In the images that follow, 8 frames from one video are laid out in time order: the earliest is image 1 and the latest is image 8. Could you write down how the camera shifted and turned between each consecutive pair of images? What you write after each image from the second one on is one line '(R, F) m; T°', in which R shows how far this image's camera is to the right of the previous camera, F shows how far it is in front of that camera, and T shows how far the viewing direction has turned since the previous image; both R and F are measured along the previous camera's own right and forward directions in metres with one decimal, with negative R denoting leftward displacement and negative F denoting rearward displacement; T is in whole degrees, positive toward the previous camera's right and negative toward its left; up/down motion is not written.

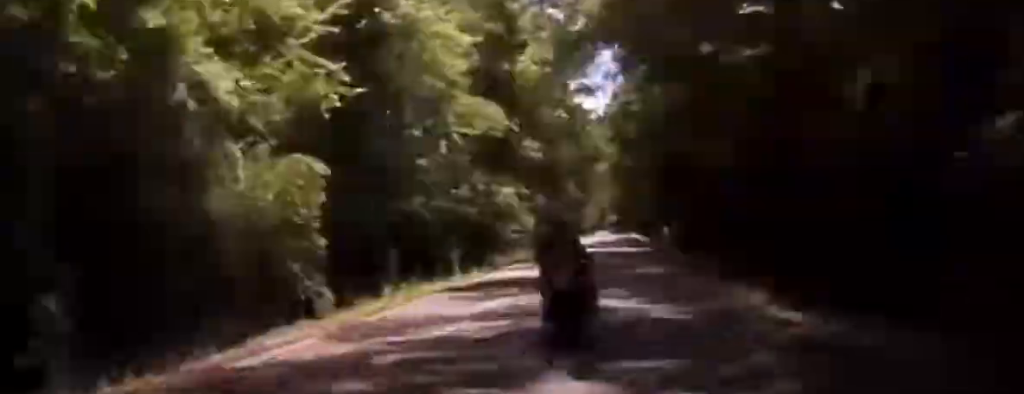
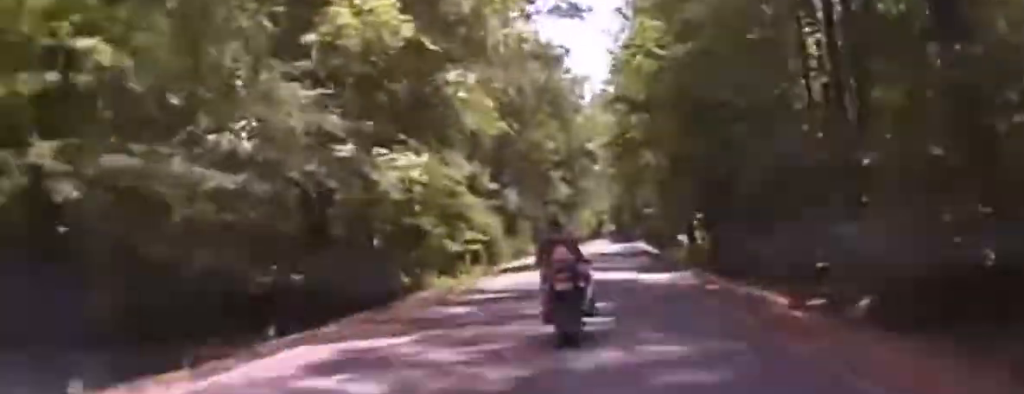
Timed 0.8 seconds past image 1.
(0.0, +32.9) m; 0°
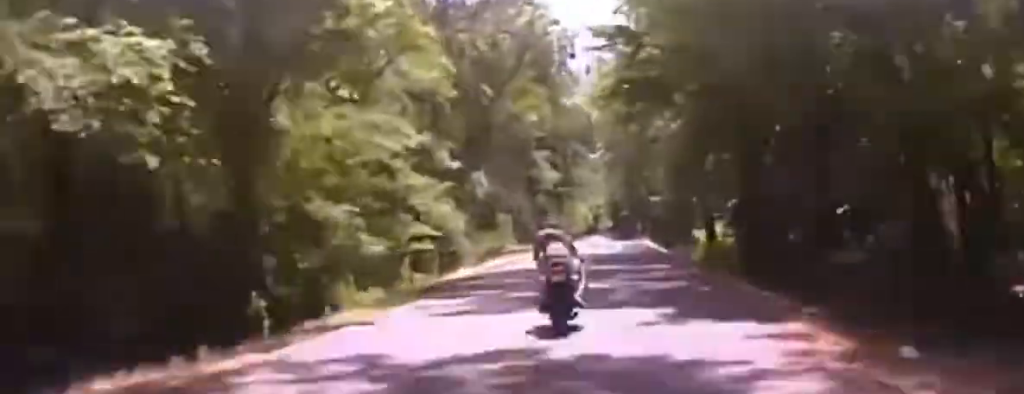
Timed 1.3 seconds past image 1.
(0.0, +20.1) m; 0°
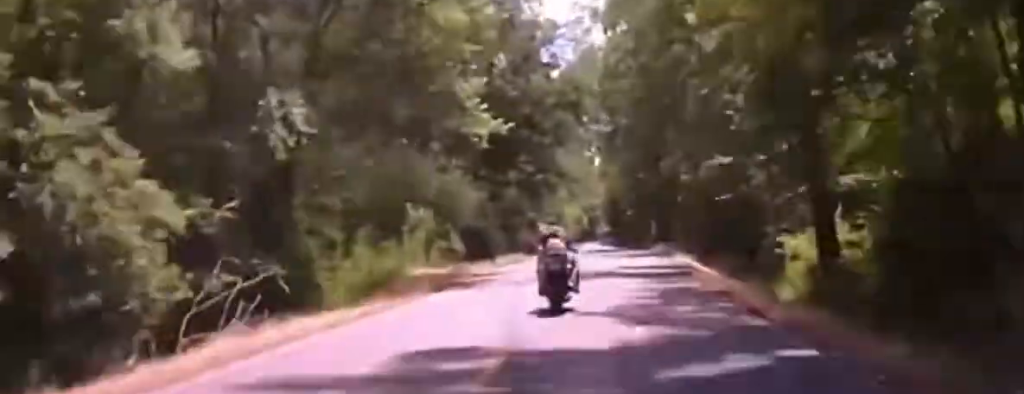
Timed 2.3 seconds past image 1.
(0.0, +39.8) m; 0°
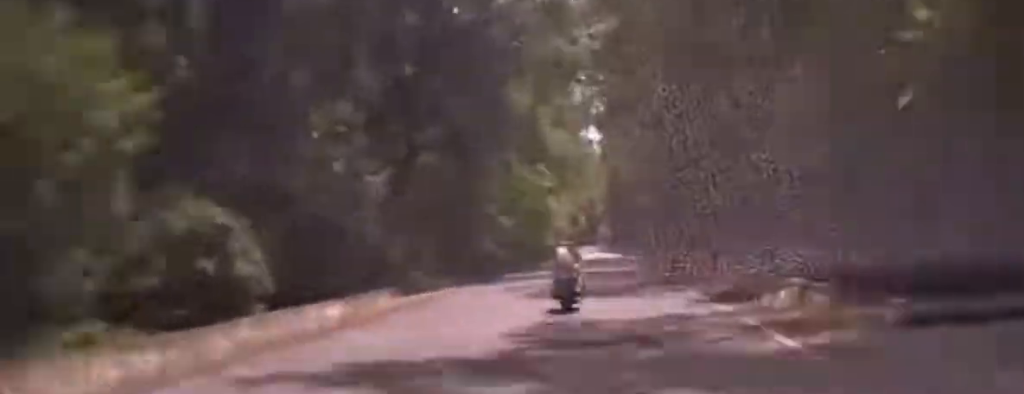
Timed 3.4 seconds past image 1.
(-0.2, +40.6) m; 0°
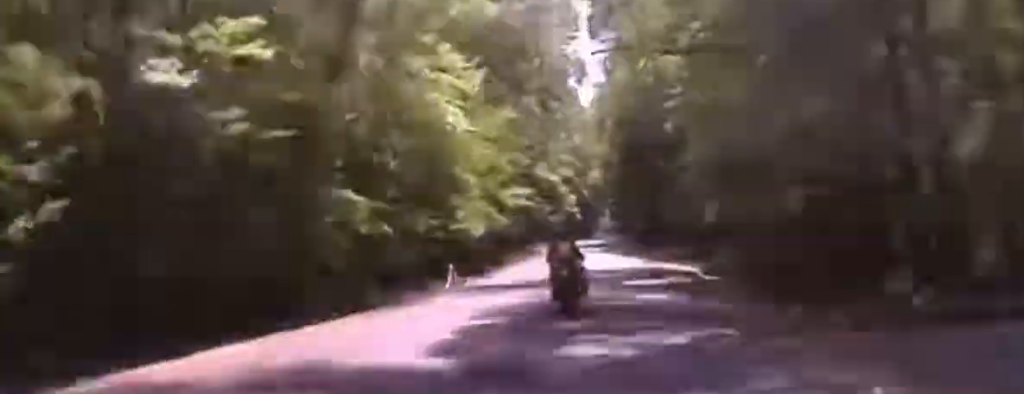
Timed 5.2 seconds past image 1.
(+0.8, +65.3) m; +1°
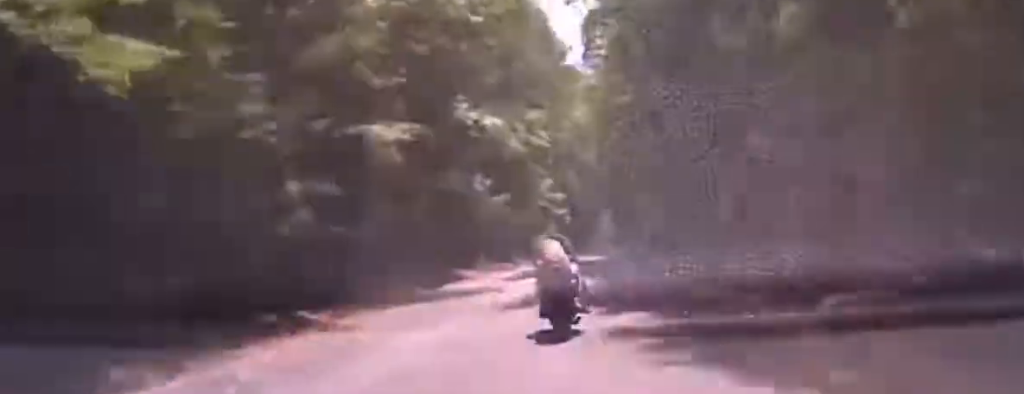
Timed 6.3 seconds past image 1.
(0.0, +44.3) m; 0°
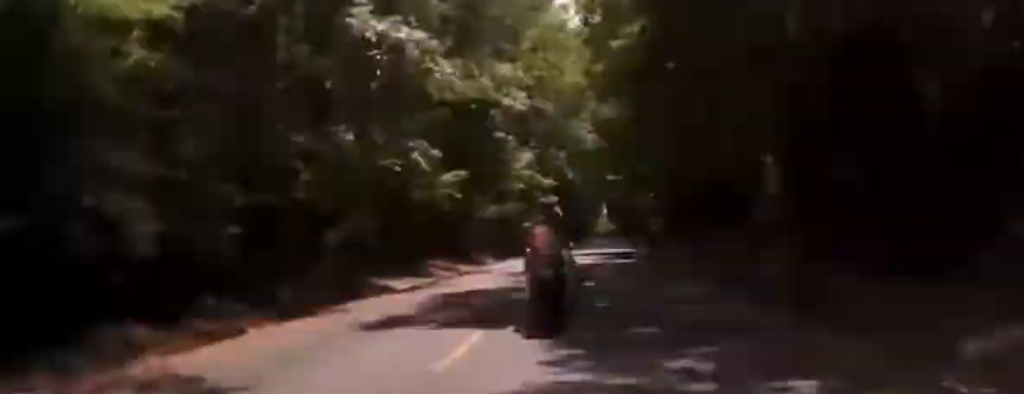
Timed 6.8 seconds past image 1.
(-0.1, +16.6) m; 0°
